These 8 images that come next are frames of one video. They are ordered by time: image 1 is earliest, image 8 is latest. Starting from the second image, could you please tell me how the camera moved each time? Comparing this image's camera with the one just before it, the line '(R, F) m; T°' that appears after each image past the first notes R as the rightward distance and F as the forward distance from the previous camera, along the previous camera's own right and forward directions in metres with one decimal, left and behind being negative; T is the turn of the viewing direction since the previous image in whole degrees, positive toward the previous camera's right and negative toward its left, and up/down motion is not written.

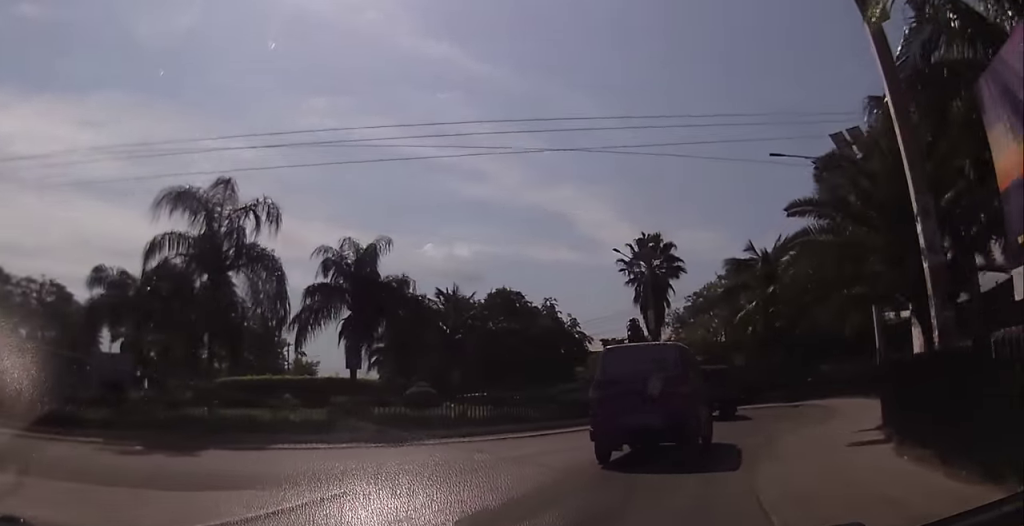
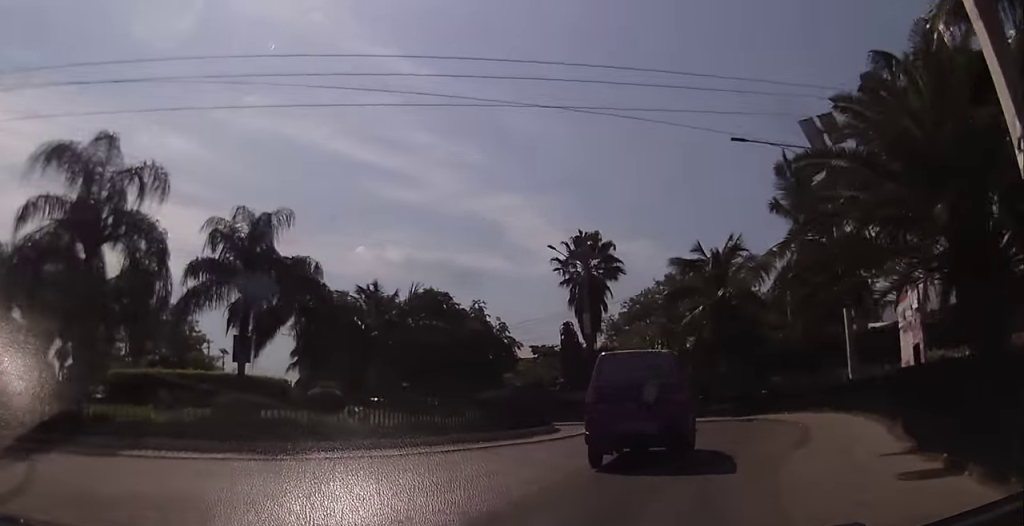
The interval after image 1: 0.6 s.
(-0.1, +3.3) m; +5°
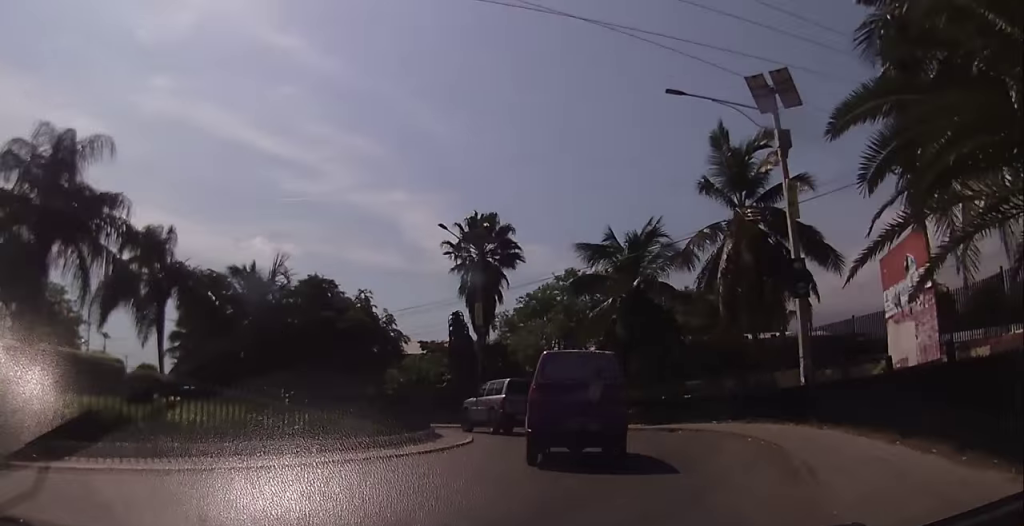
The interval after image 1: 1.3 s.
(+0.5, +4.4) m; +3°
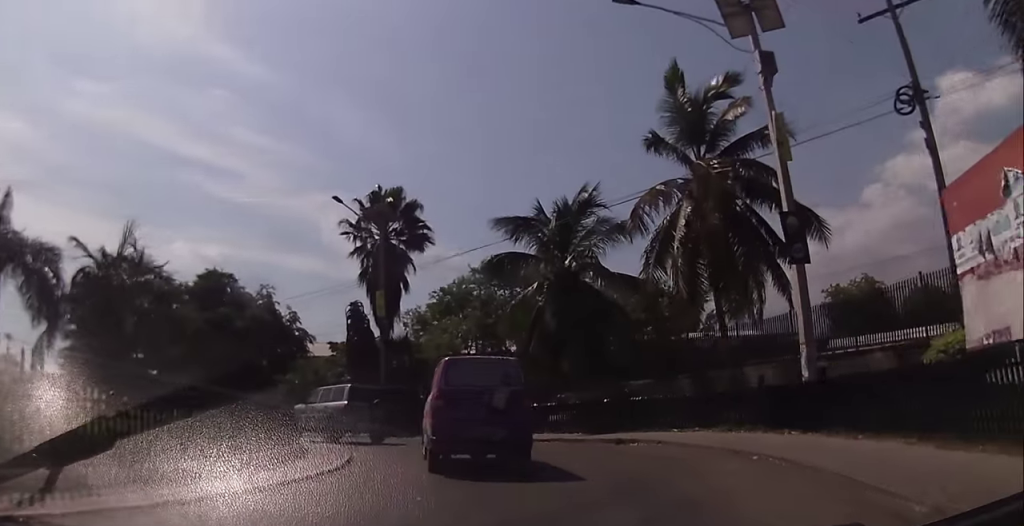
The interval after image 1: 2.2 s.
(+0.1, +5.2) m; -2°
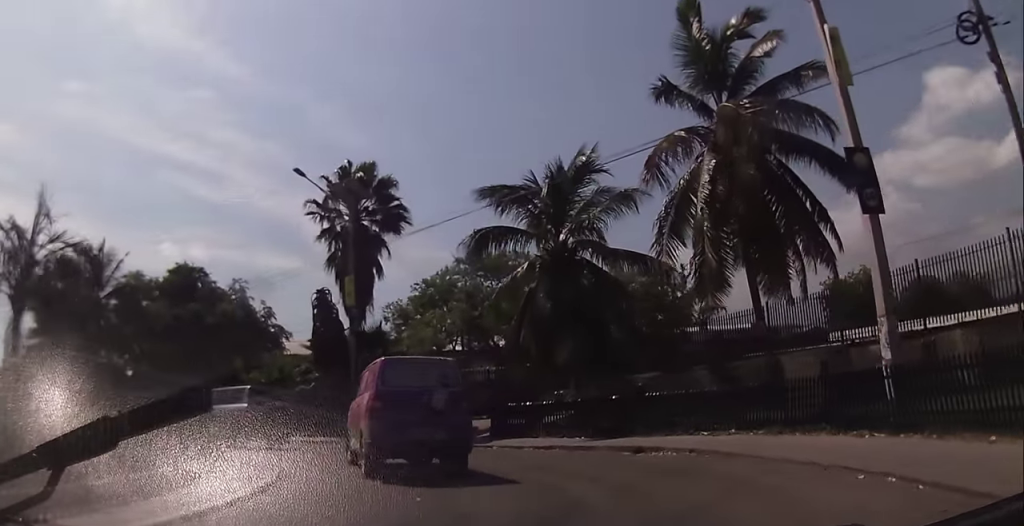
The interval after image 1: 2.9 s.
(-0.3, +3.8) m; -4°
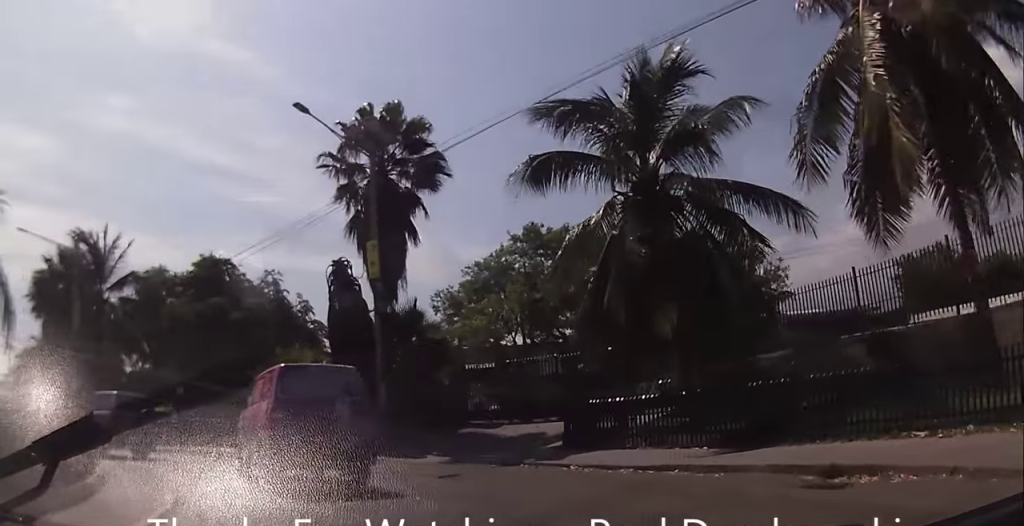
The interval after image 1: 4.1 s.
(0.0, +6.4) m; 0°
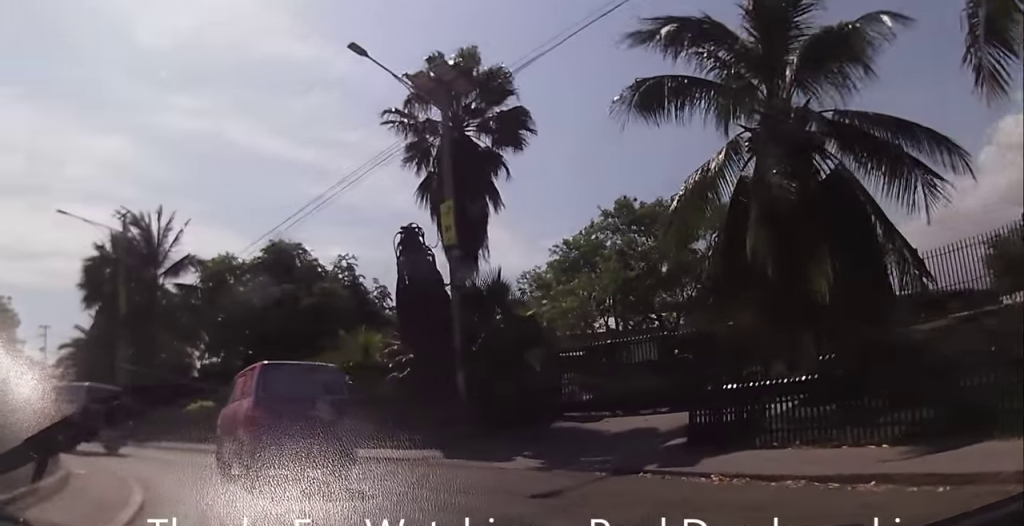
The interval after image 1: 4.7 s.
(0.0, +3.3) m; 0°
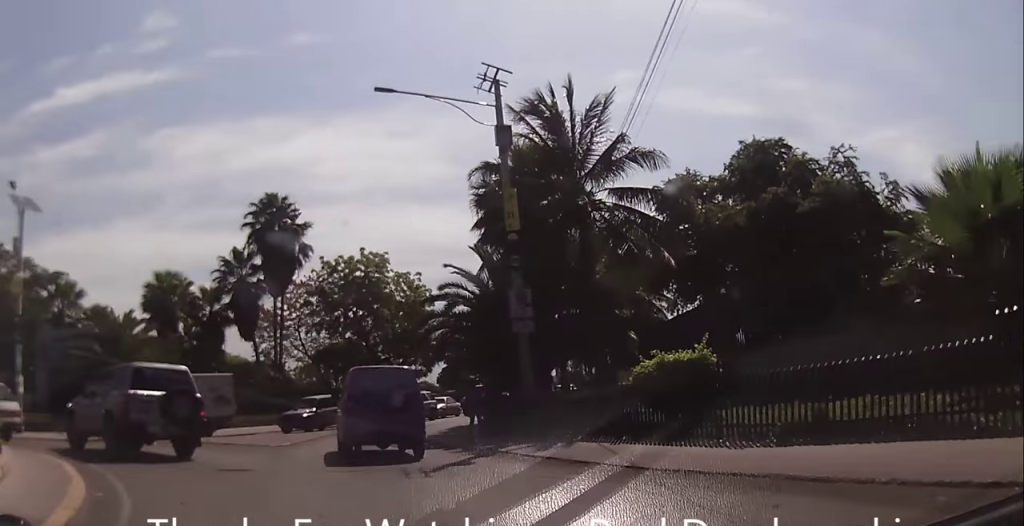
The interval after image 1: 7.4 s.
(-0.1, +13.4) m; -13°
